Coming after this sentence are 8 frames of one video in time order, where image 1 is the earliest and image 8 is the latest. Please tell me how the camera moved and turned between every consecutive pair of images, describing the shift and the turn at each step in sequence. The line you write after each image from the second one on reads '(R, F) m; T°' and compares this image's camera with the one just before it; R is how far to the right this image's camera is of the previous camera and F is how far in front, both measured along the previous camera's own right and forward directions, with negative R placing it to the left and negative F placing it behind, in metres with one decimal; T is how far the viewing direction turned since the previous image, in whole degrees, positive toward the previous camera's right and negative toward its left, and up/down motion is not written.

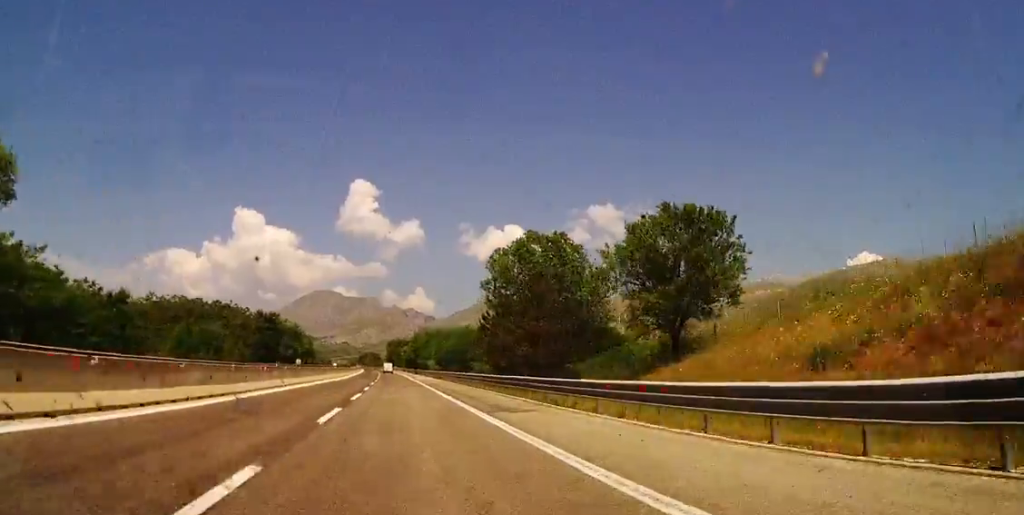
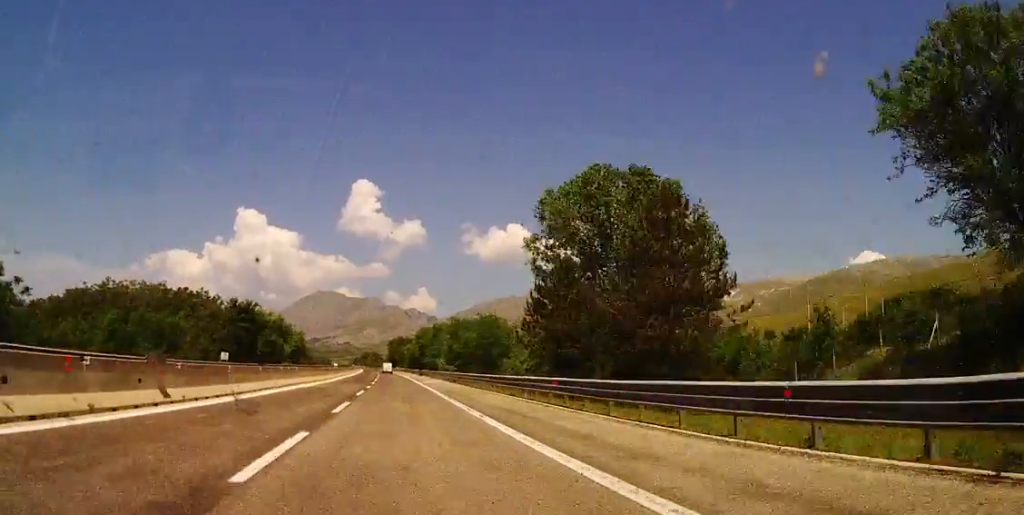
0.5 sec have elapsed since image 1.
(0.0, +19.2) m; 0°
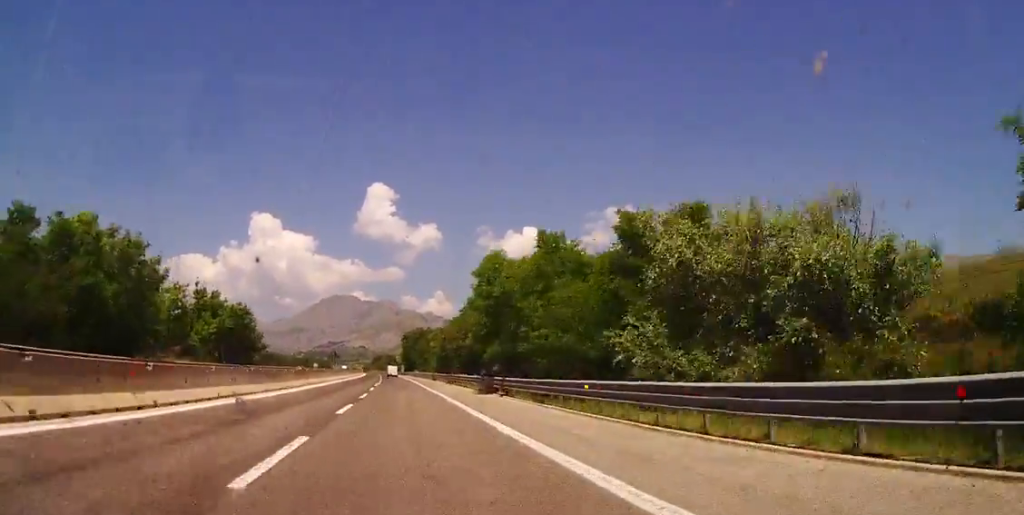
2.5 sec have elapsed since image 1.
(-0.5, +70.8) m; -1°
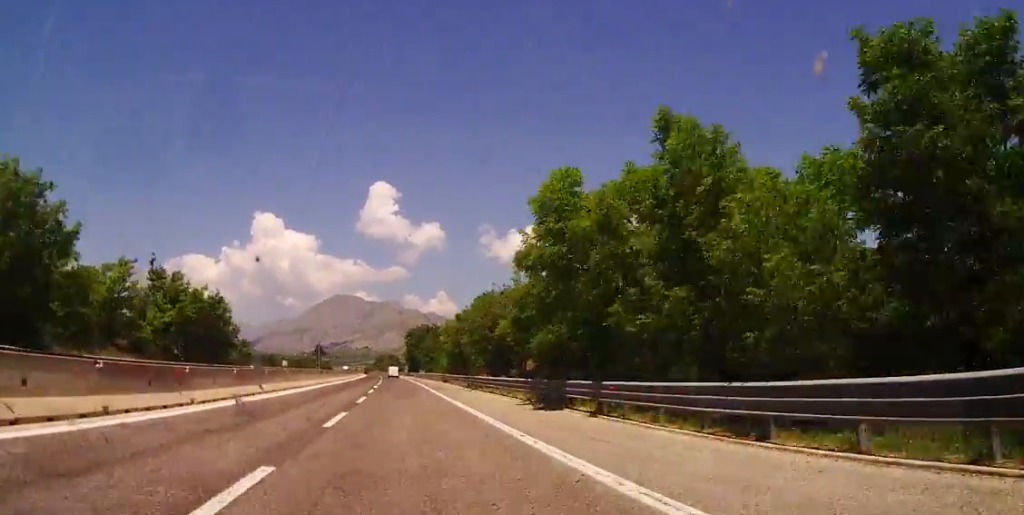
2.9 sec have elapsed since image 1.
(-0.2, +15.6) m; 0°
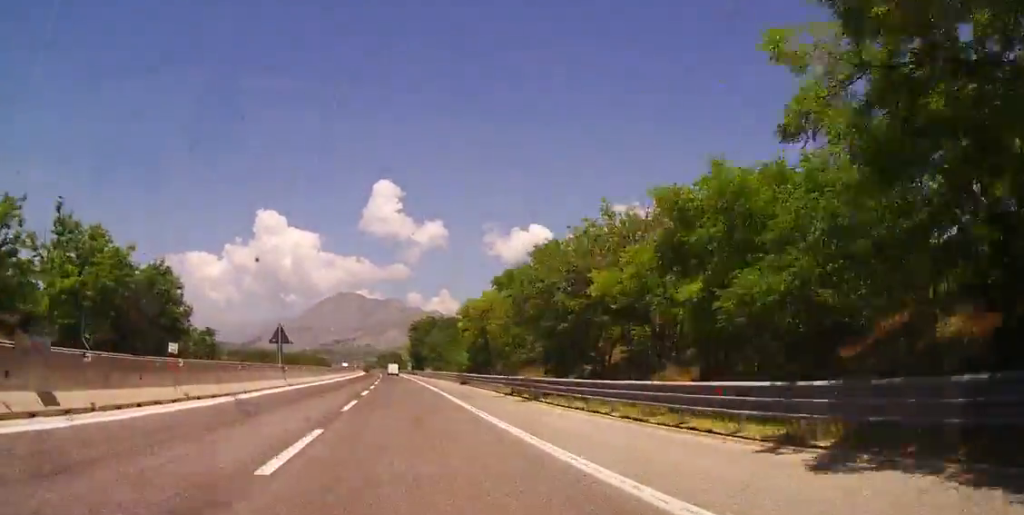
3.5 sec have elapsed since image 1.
(-0.1, +19.2) m; 0°
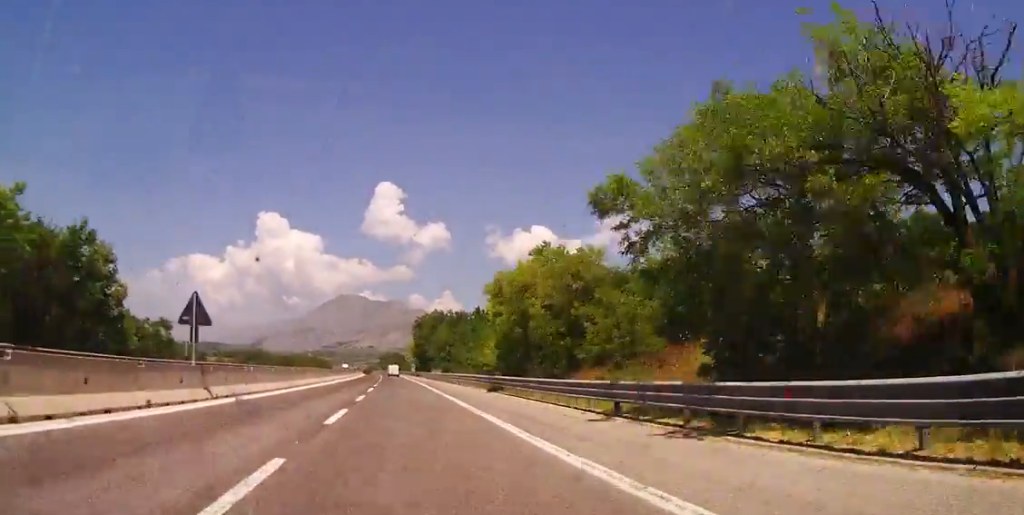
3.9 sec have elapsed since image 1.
(0.0, +15.7) m; 0°
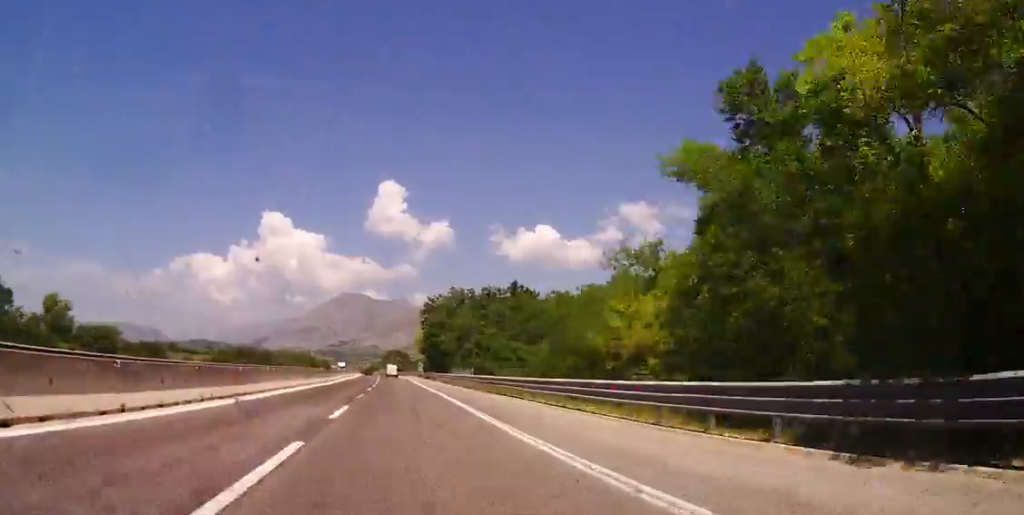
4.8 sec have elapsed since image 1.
(0.0, +32.5) m; 0°
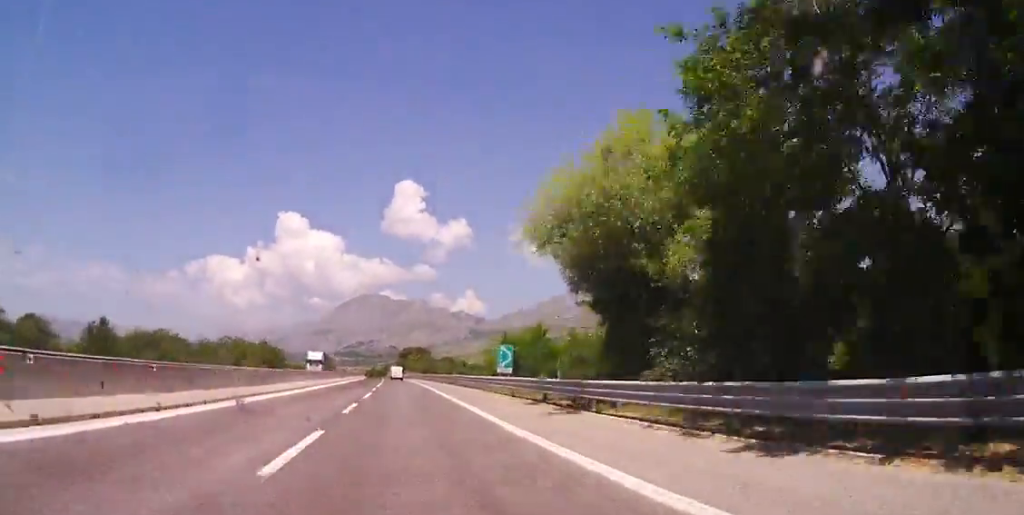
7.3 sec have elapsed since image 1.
(-1.2, +90.2) m; -2°
